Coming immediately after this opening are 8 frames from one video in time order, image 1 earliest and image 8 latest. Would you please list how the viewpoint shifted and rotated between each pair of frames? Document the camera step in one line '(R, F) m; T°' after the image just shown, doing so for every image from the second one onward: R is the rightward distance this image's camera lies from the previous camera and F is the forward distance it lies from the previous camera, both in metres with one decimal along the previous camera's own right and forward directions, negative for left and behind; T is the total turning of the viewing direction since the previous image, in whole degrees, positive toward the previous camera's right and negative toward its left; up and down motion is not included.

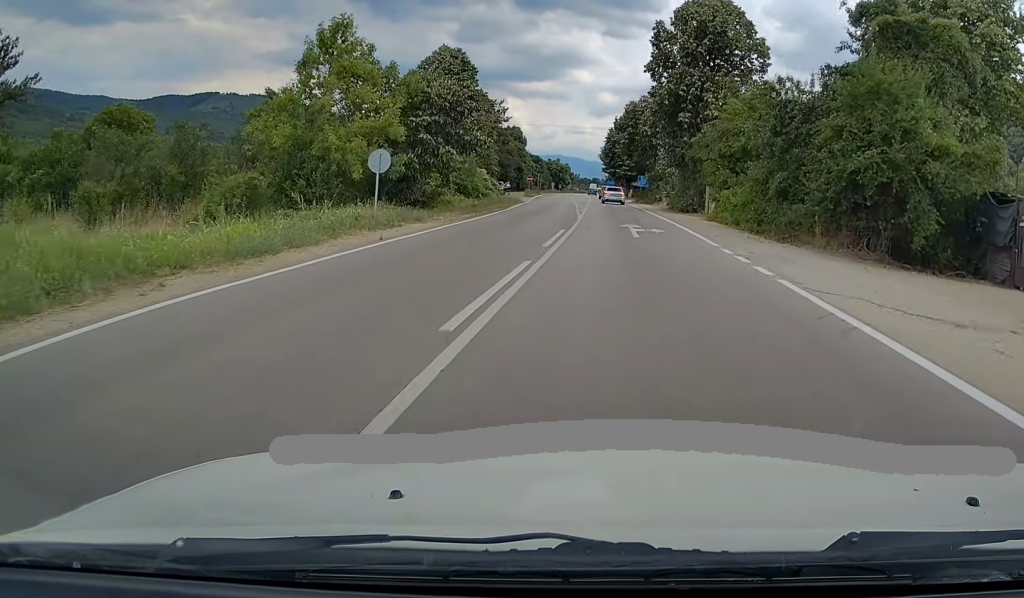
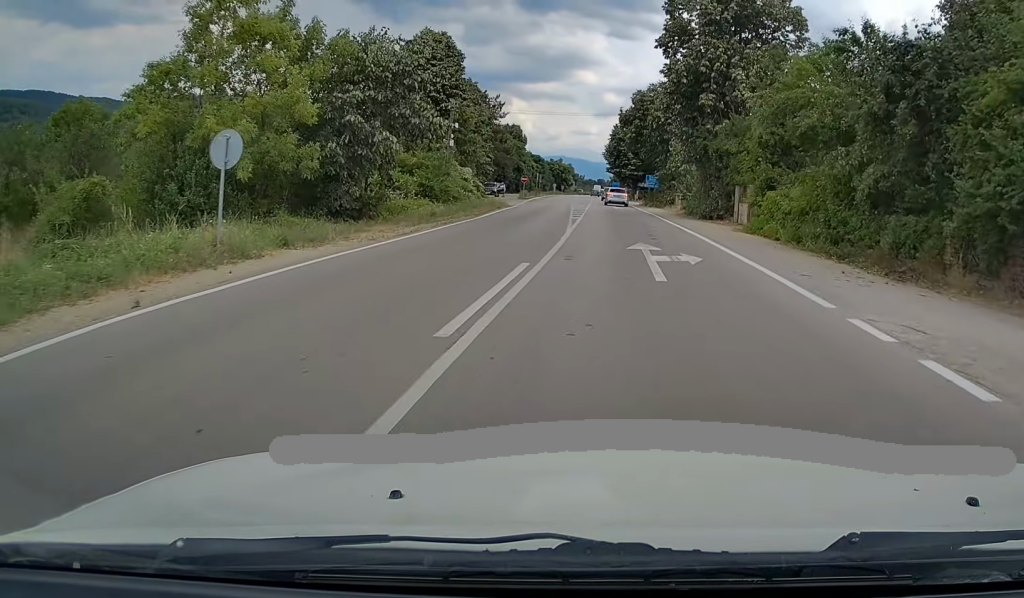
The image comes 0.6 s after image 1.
(+0.1, +9.3) m; 0°
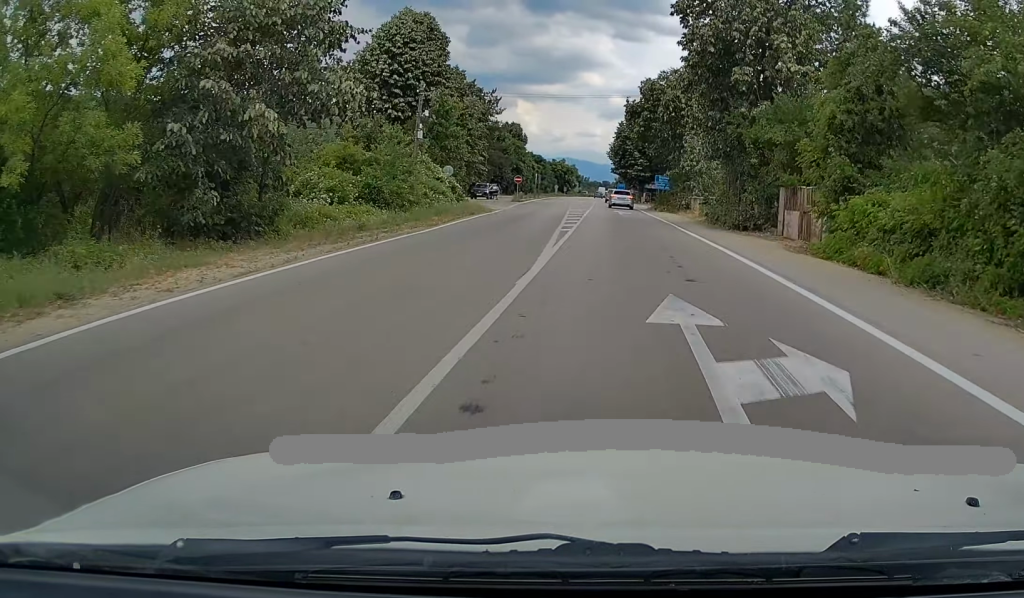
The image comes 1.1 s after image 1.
(0.0, +8.8) m; 0°
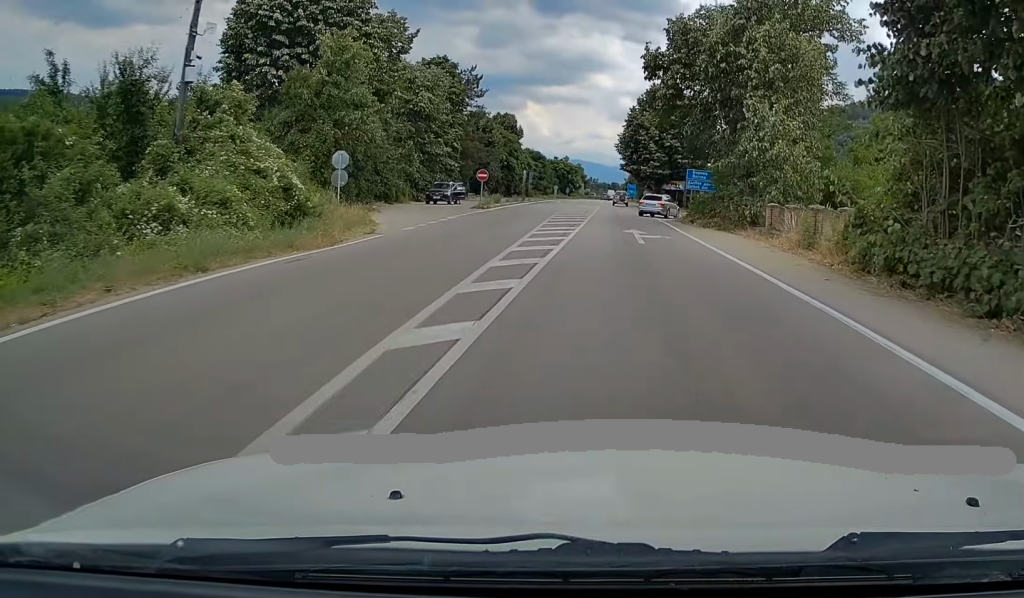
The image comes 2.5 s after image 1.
(-0.3, +22.6) m; -1°
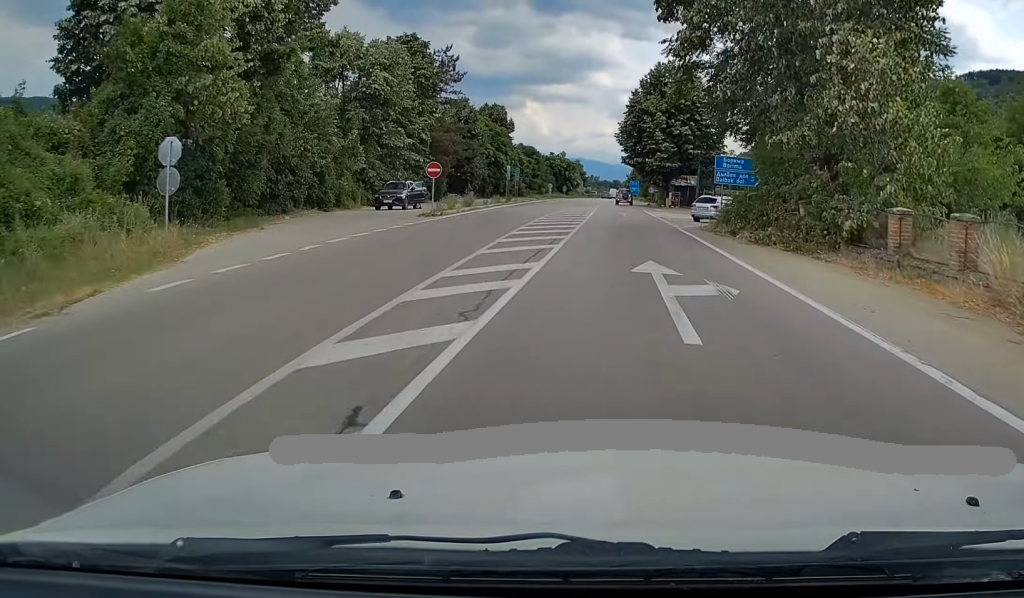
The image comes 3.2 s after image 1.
(0.0, +12.7) m; 0°
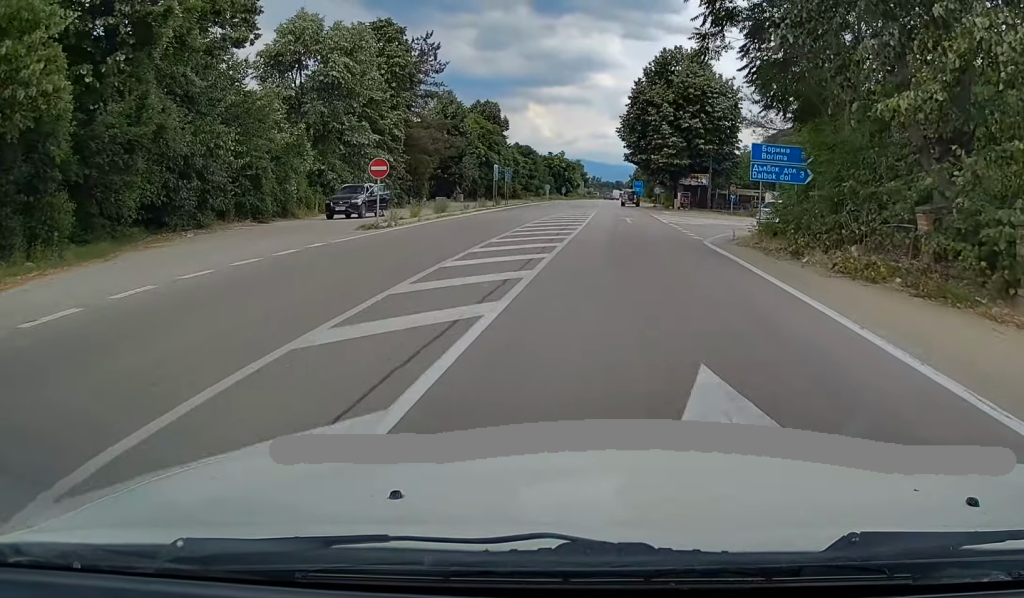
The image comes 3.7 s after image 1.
(-0.1, +8.3) m; 0°
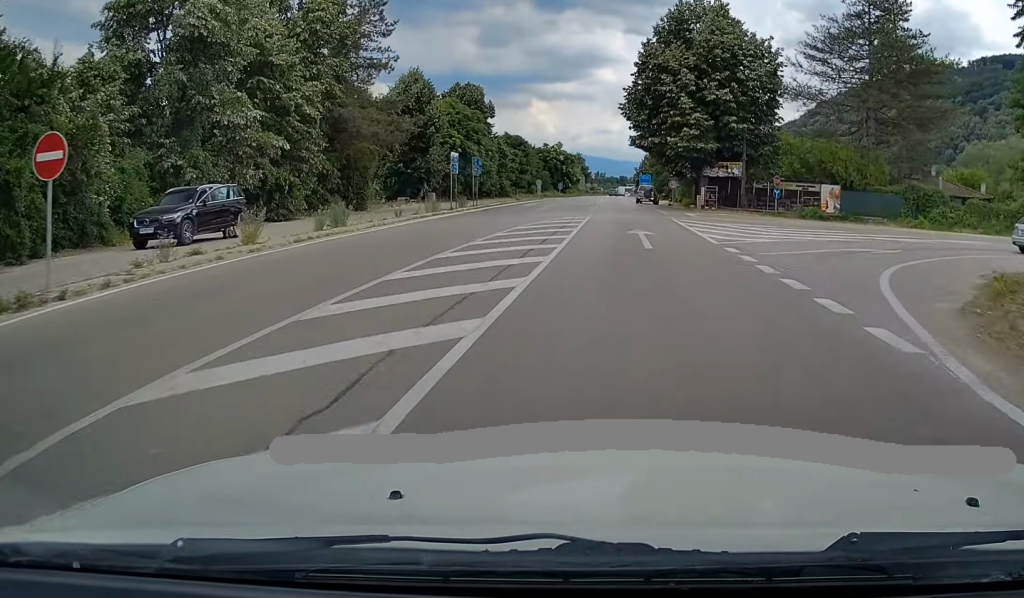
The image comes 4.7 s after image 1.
(+0.1, +16.4) m; 0°
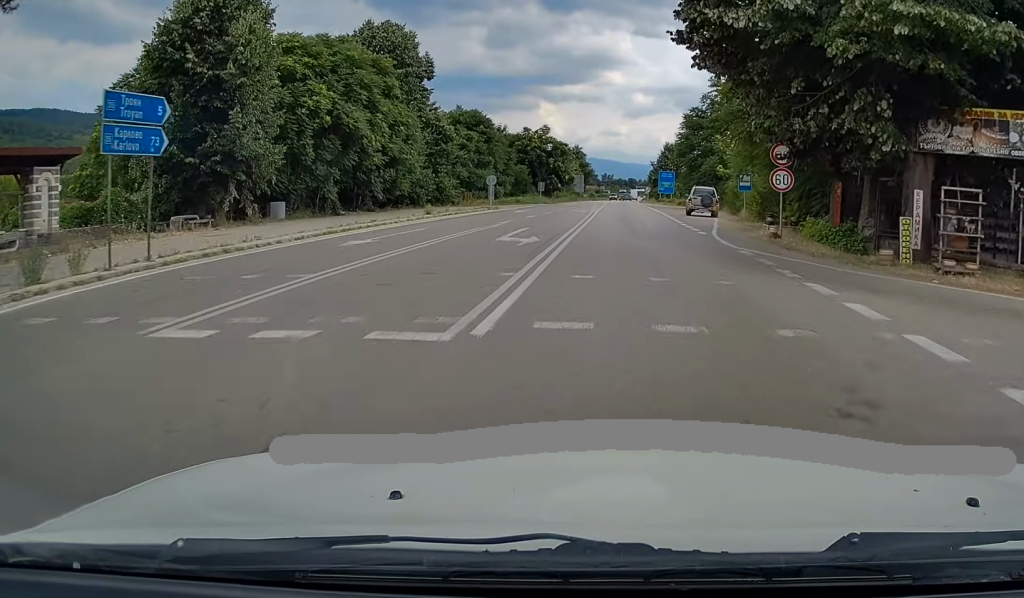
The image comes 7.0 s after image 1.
(-0.5, +37.8) m; 0°
